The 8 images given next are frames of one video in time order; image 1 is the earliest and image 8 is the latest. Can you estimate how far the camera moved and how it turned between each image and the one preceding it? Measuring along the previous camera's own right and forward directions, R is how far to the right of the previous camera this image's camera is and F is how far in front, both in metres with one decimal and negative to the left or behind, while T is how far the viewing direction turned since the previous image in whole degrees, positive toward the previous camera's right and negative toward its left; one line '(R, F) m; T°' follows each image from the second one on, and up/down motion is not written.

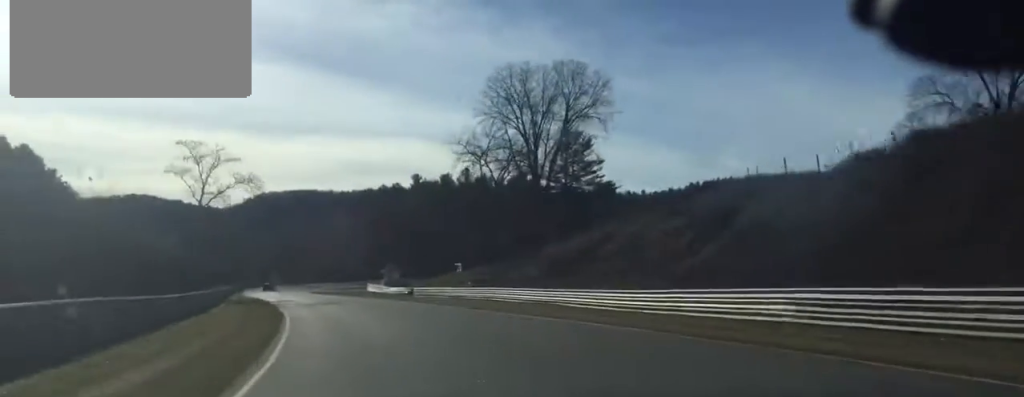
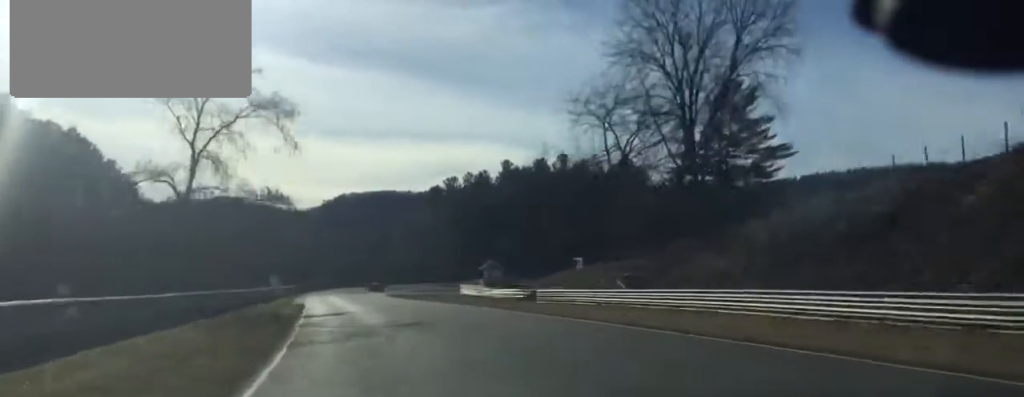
(+0.2, +30.6) m; -3°
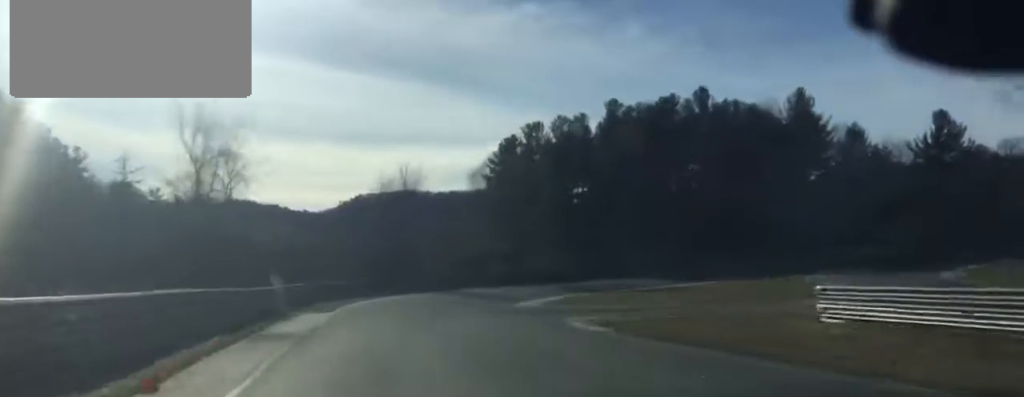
(-4.7, +79.4) m; 0°
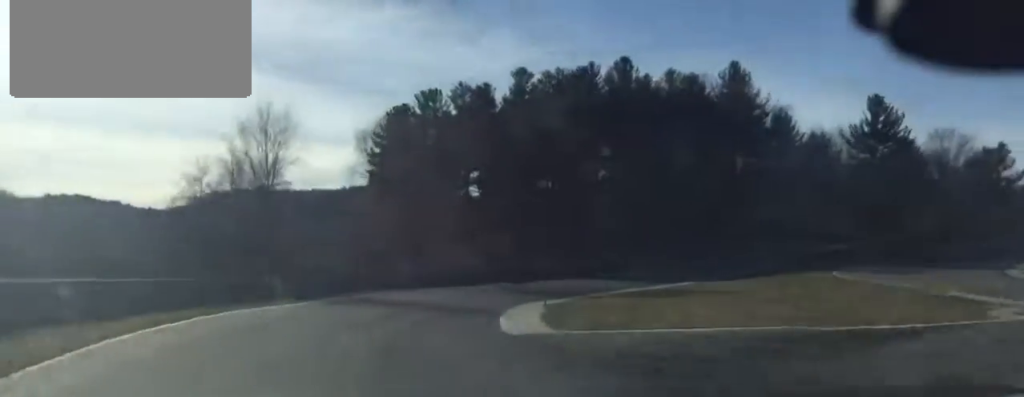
(+1.6, +28.9) m; +9°
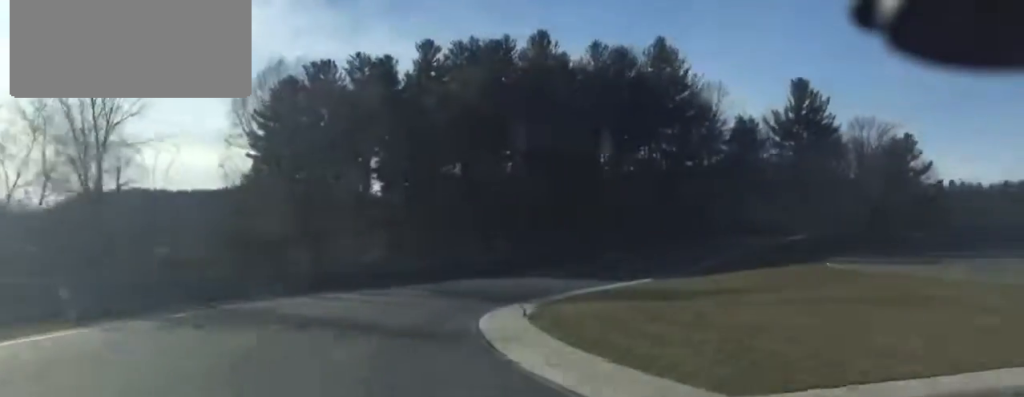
(-0.2, +14.7) m; +8°
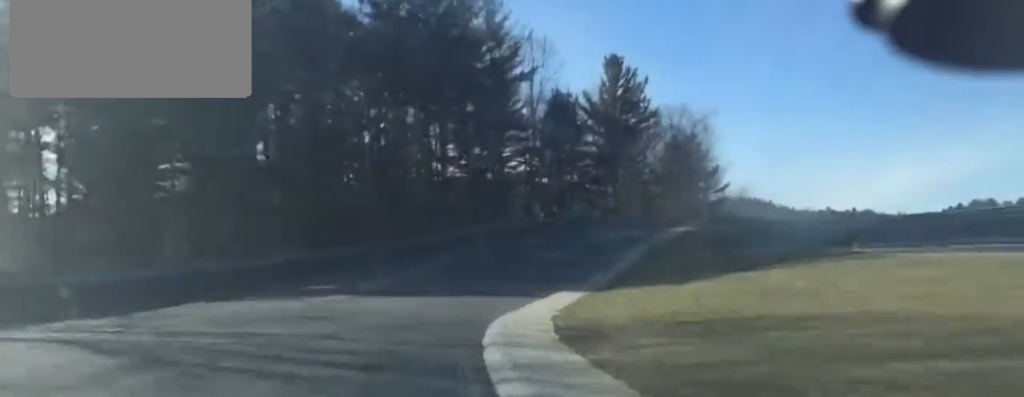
(+5.9, +30.3) m; +18°
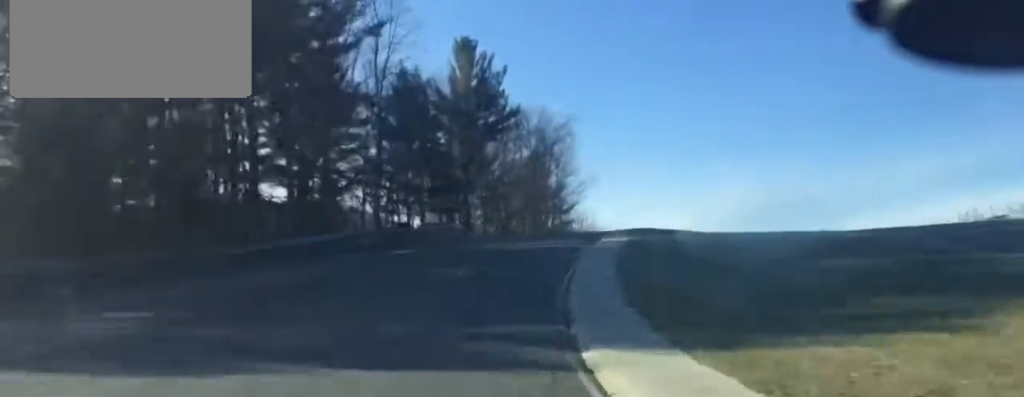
(+1.7, +21.4) m; +9°
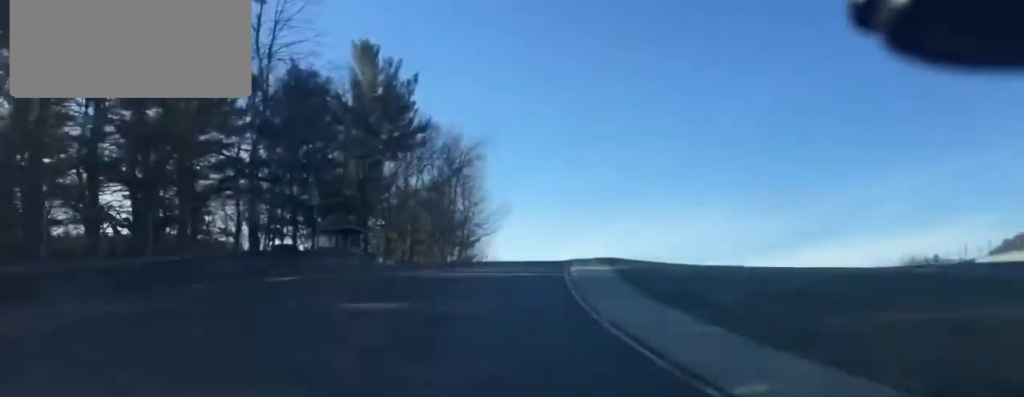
(0.0, +13.1) m; +5°
